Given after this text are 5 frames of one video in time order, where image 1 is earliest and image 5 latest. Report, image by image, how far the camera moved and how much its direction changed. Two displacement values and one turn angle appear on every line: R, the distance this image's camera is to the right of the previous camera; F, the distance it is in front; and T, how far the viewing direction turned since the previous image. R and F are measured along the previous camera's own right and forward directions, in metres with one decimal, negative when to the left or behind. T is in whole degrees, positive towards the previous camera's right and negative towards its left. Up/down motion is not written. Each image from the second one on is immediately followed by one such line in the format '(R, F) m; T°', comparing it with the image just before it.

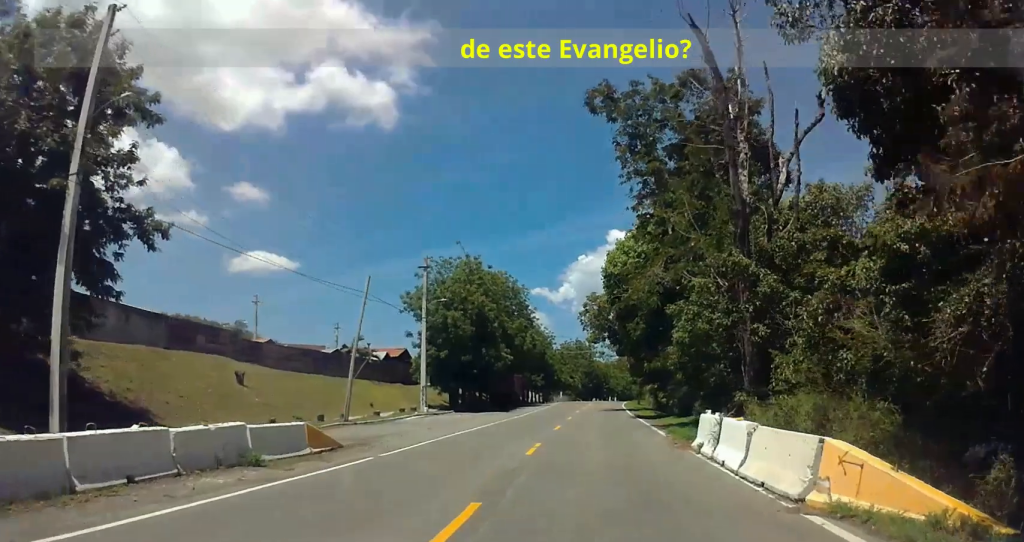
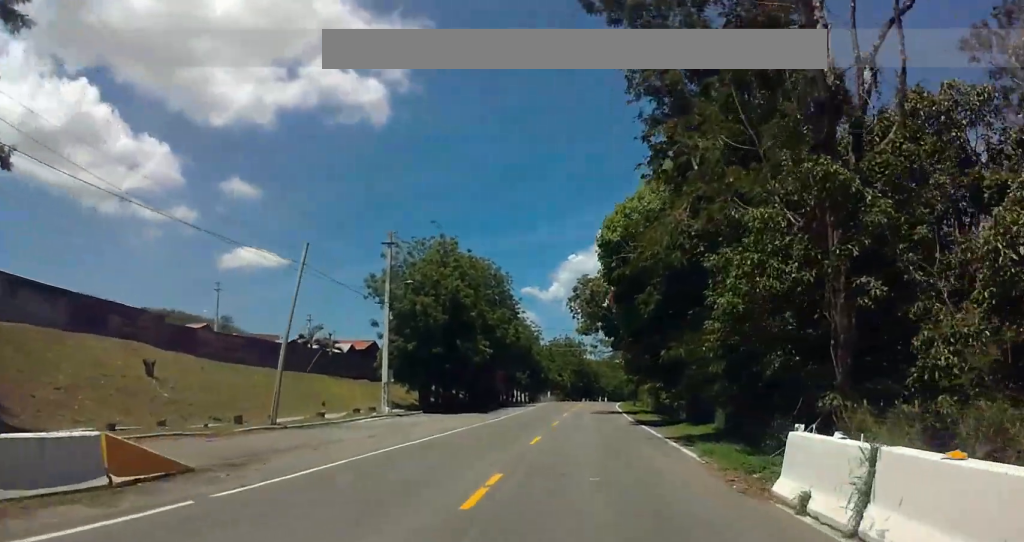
(0.0, +8.4) m; 0°
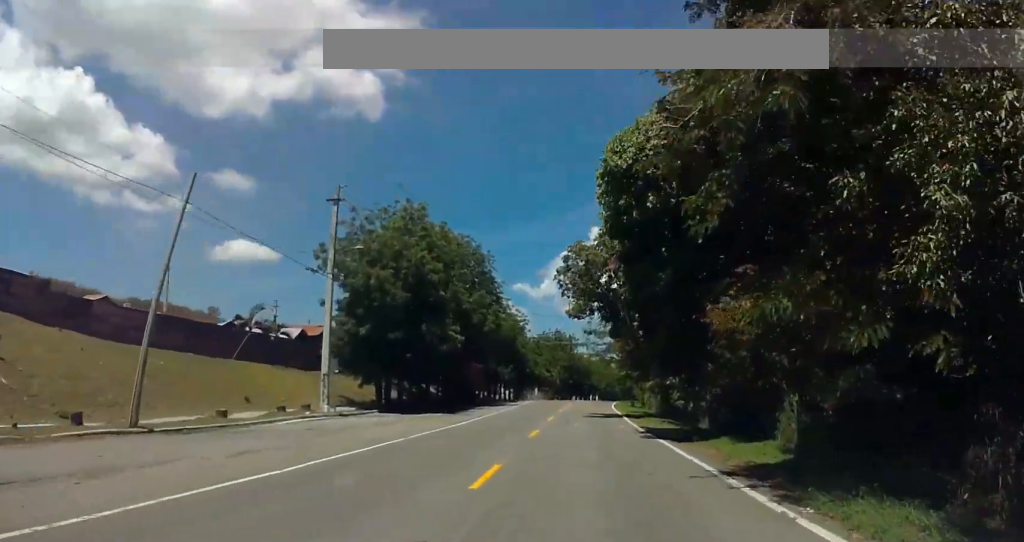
(0.0, +10.1) m; 0°
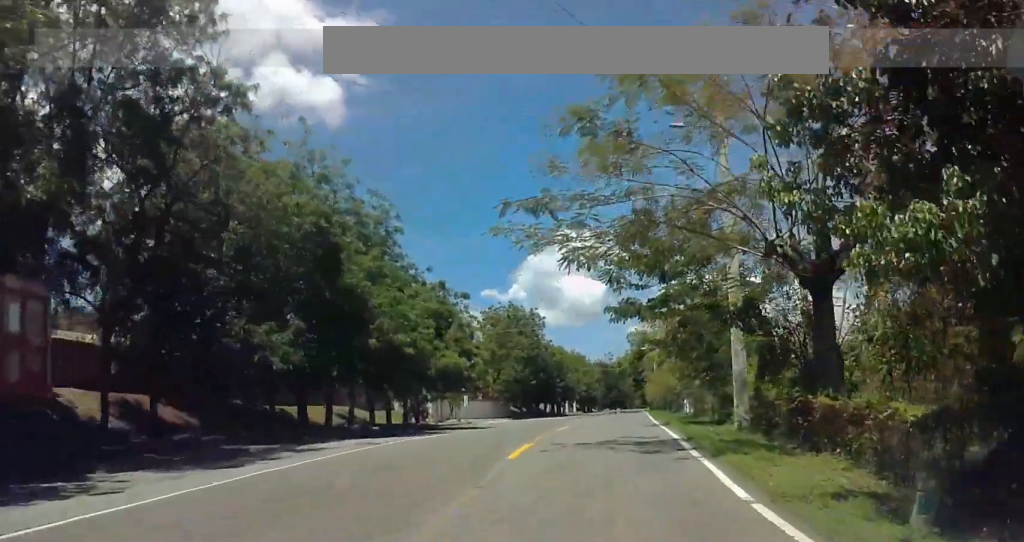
(+1.0, +57.5) m; +1°
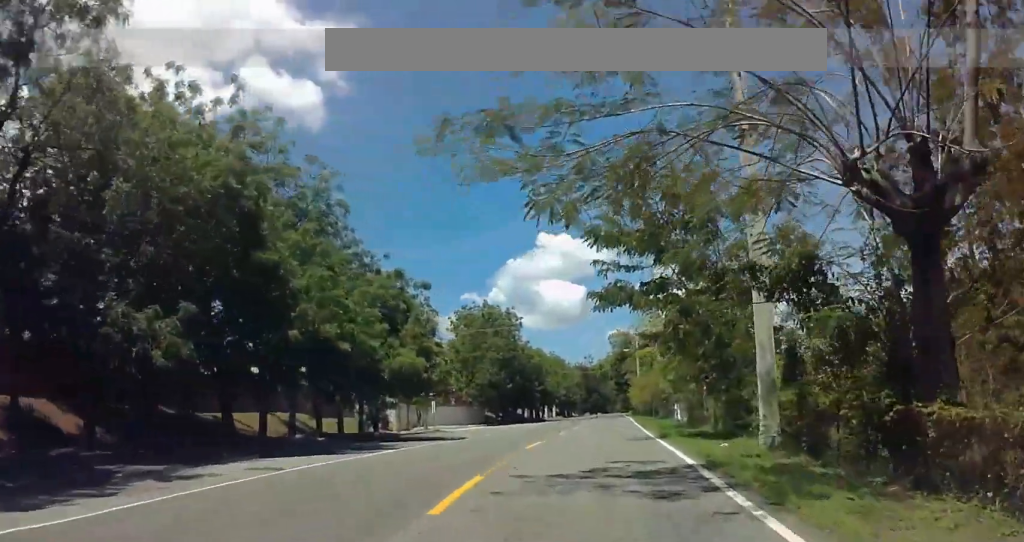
(0.0, +6.1) m; 0°
